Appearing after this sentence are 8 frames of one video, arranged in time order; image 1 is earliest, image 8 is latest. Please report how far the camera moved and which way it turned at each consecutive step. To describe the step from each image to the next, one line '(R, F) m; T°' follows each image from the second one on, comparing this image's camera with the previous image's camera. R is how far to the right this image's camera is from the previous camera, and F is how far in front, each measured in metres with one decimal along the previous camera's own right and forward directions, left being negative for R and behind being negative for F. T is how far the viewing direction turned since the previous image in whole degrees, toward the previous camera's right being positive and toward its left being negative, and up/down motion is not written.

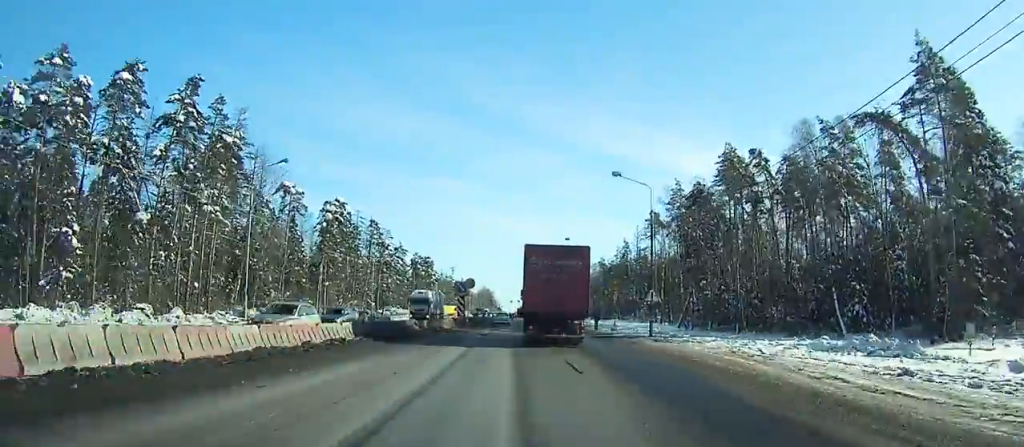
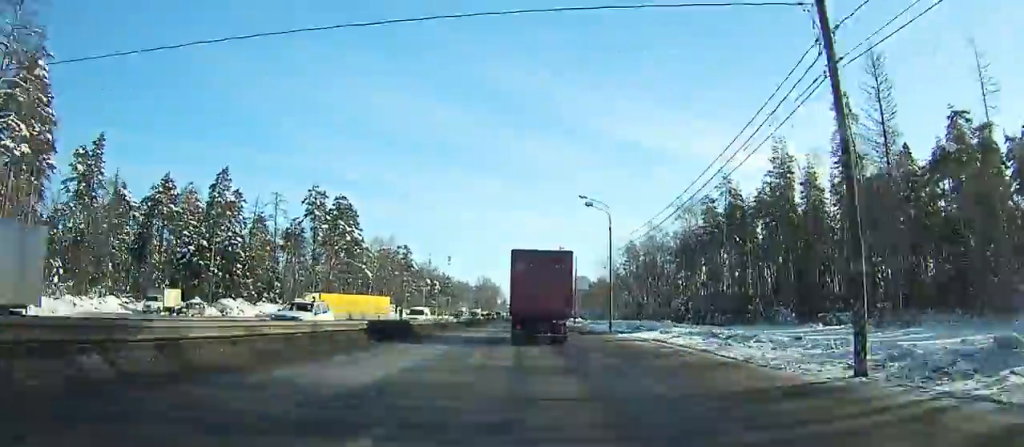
(-1.3, +132.6) m; -1°
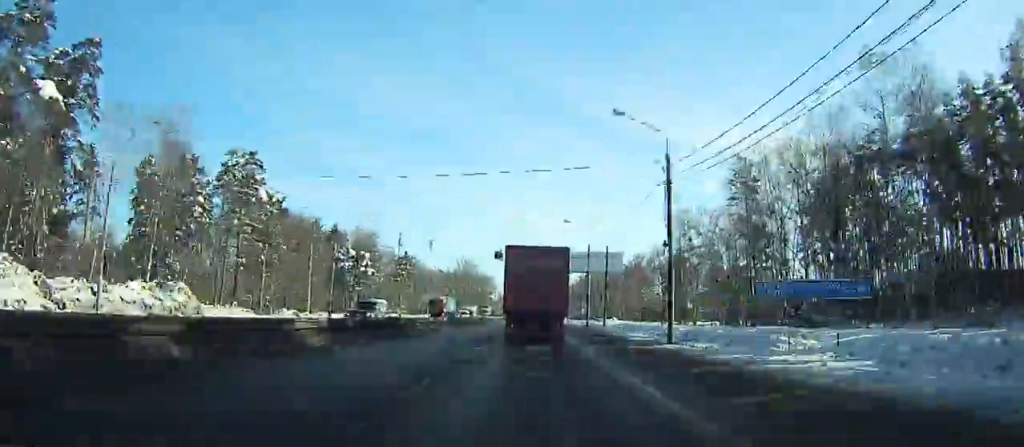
(-0.9, +92.6) m; -1°
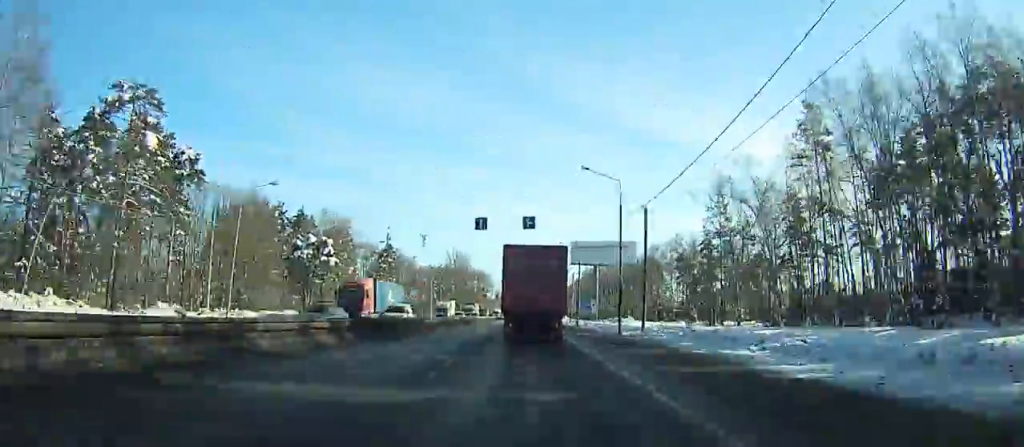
(+0.1, +21.7) m; 0°
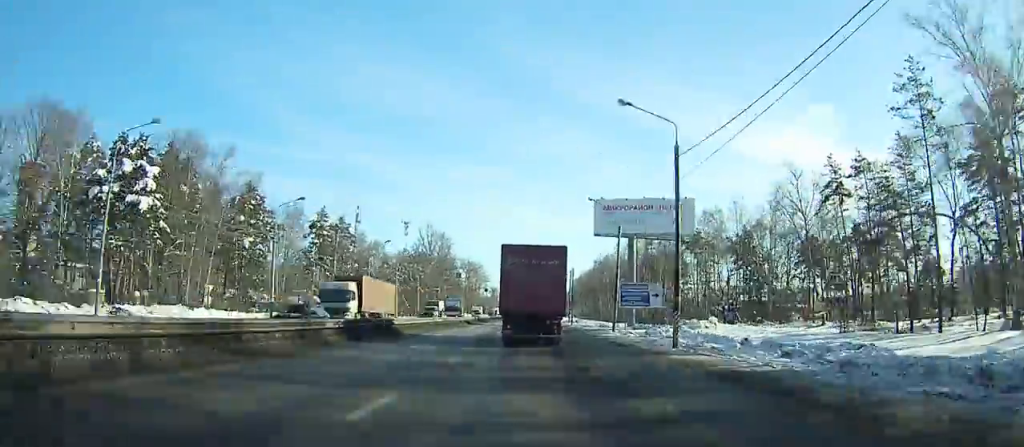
(+0.2, +50.4) m; +1°
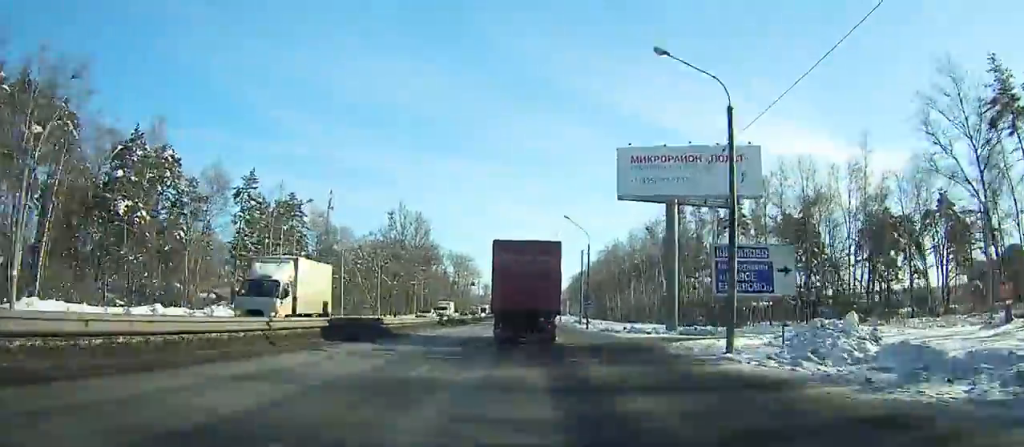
(-0.1, +28.7) m; +1°
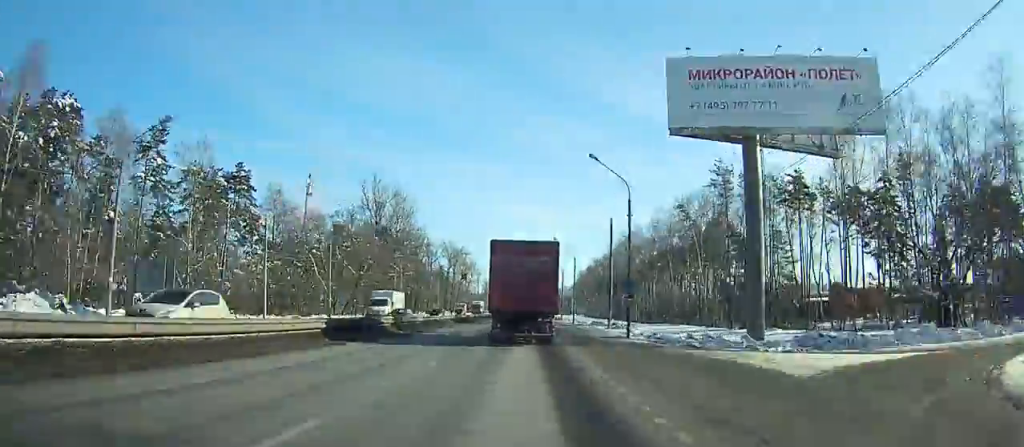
(+0.4, +23.8) m; 0°
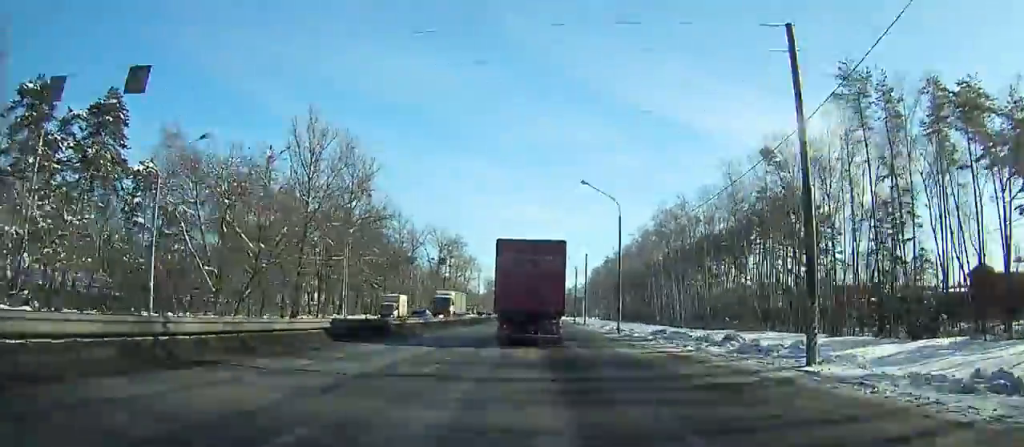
(+0.4, +33.7) m; -1°
